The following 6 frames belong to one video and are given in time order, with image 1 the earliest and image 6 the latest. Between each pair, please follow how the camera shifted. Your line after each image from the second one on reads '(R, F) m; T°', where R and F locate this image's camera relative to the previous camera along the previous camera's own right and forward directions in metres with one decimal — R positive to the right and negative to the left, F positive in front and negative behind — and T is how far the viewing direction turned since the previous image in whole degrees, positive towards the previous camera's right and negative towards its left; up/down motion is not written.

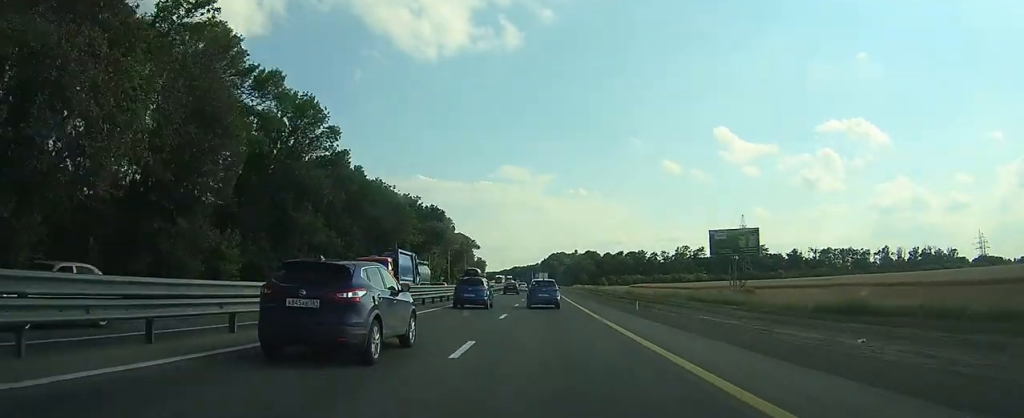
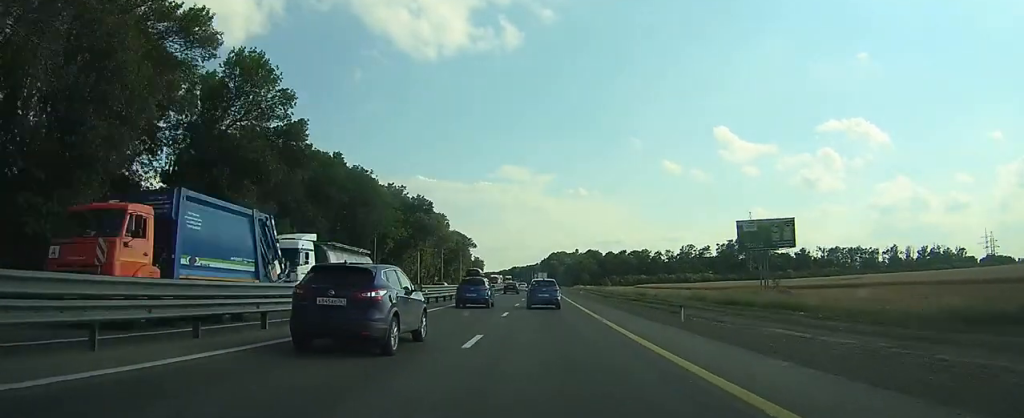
(+0.2, +10.5) m; -2°
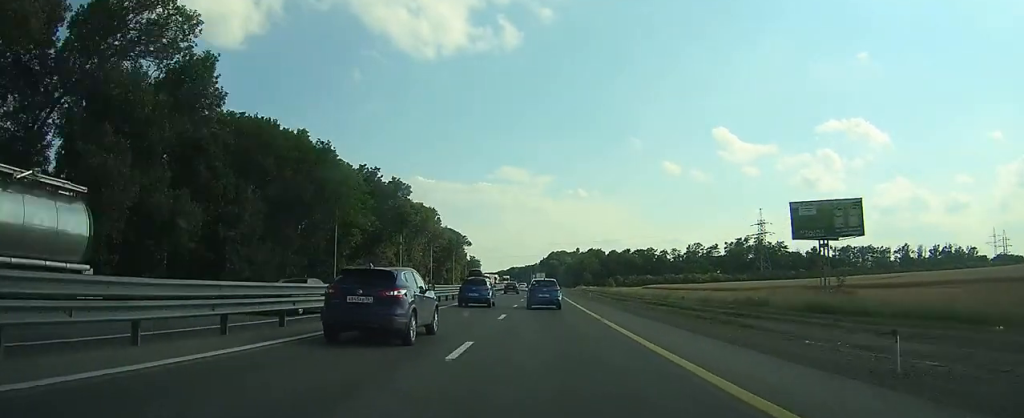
(-0.5, +13.9) m; -1°
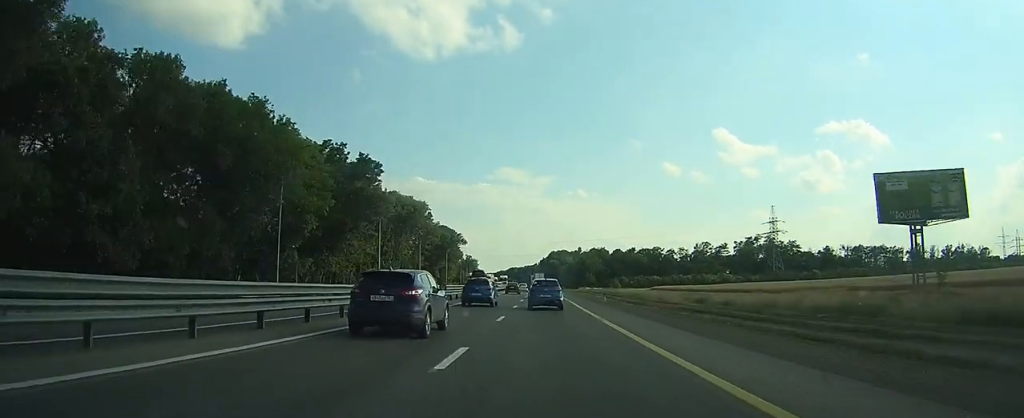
(-0.7, +13.1) m; 0°
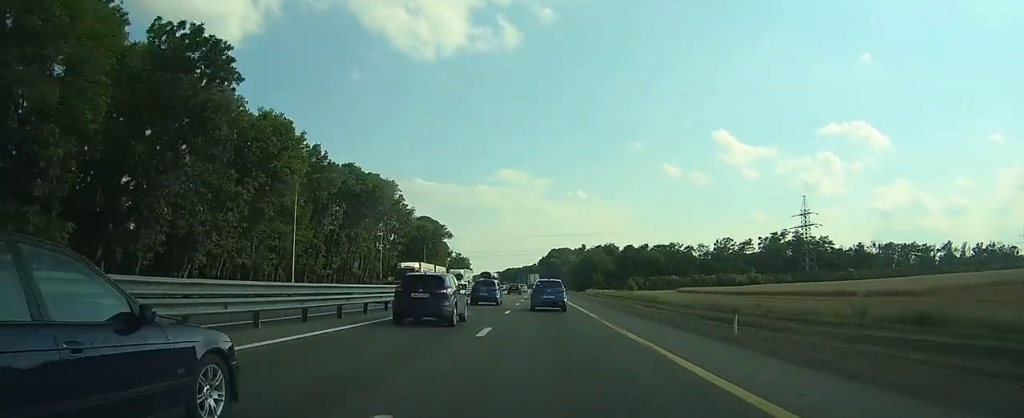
(+1.8, +30.2) m; +4°
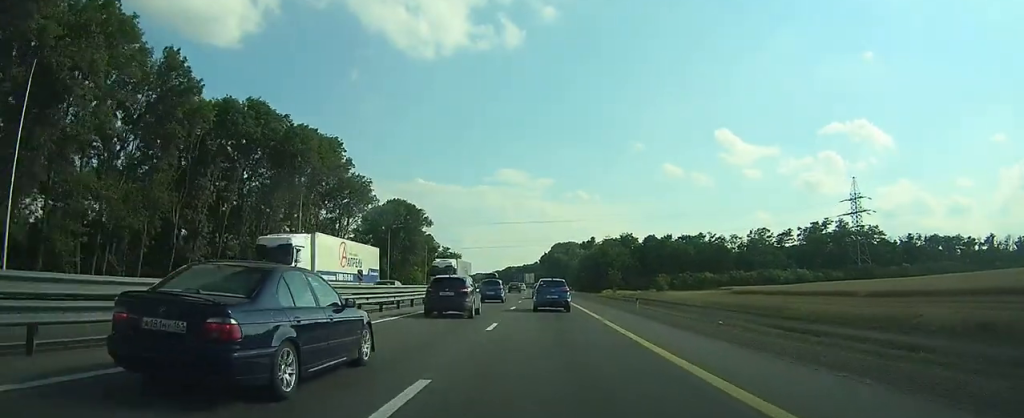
(+0.2, +34.2) m; 0°
